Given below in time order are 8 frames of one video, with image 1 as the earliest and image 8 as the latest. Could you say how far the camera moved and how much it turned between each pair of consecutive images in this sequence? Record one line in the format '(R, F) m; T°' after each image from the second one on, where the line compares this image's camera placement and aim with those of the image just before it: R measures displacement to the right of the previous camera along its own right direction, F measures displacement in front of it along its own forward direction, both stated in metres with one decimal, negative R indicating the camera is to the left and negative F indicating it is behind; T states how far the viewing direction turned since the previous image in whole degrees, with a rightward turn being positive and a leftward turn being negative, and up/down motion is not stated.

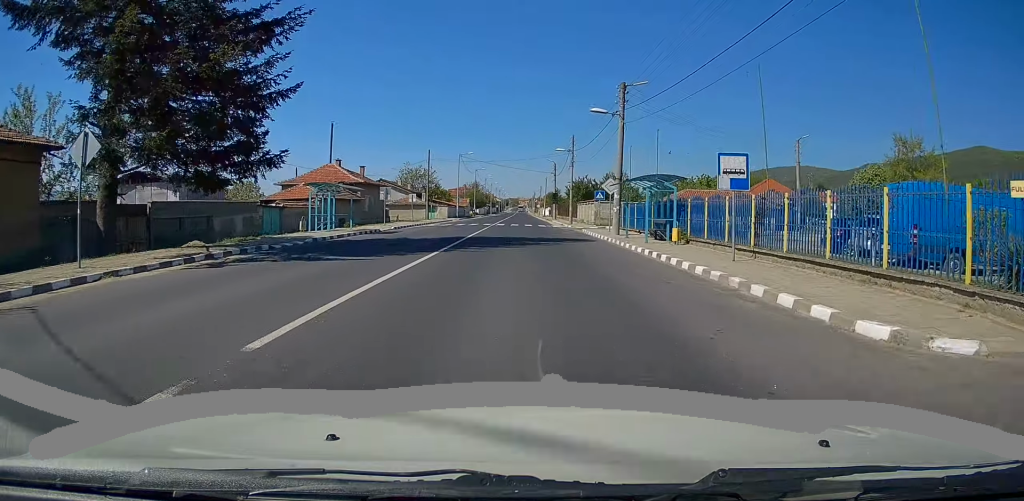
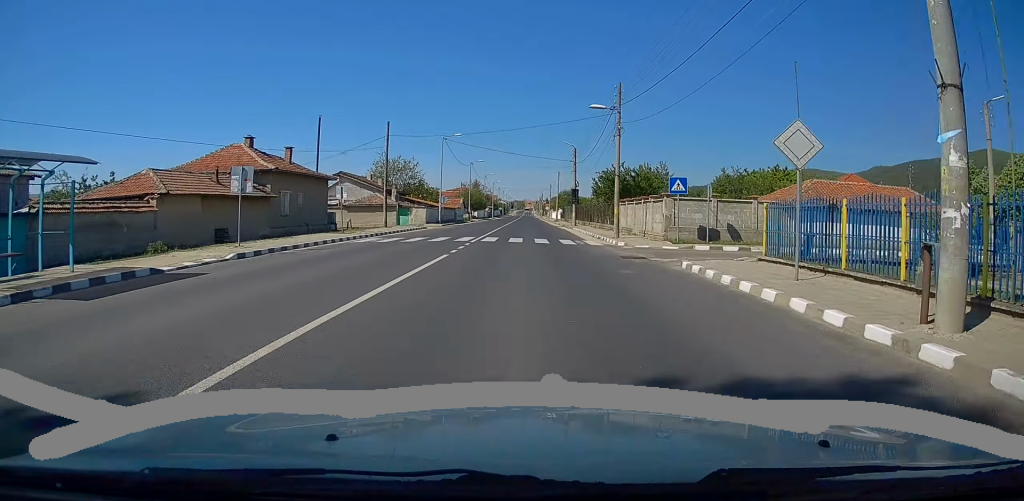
(-0.3, +22.2) m; 0°
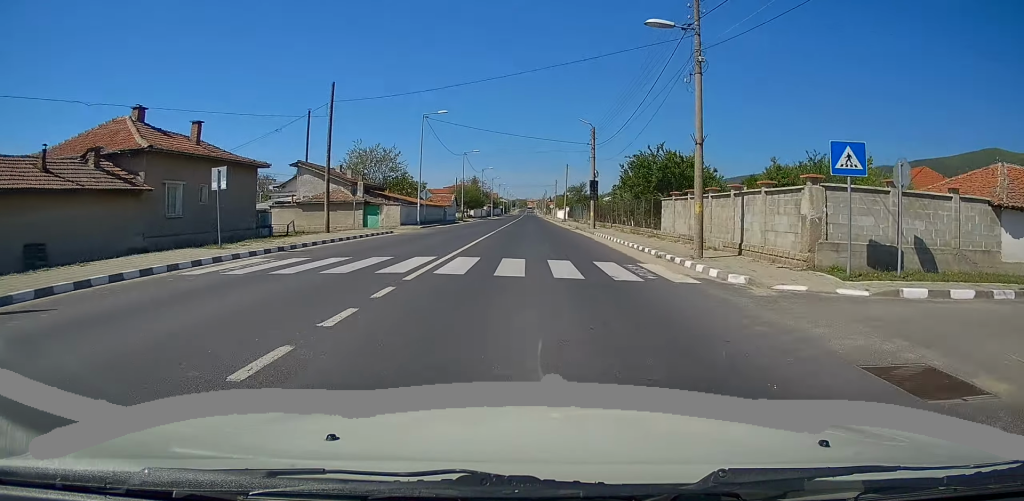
(+0.3, +12.8) m; 0°
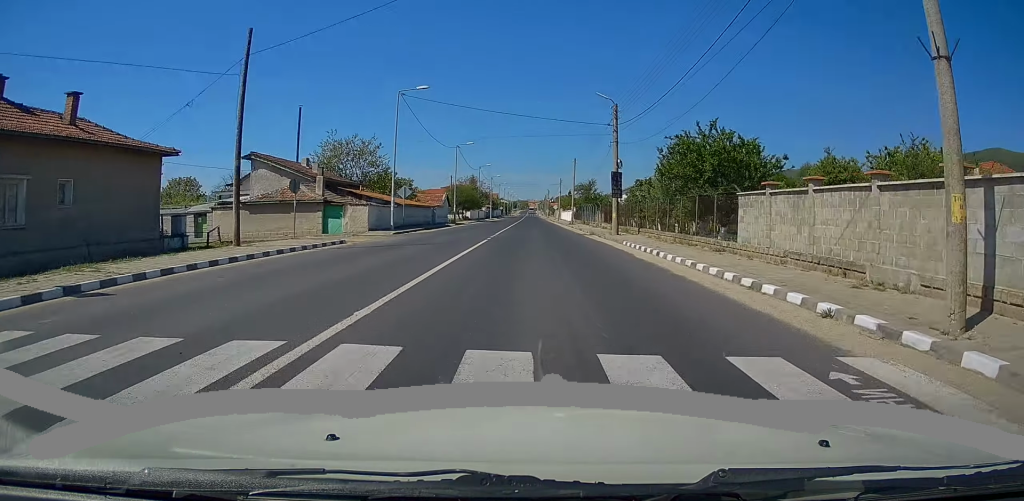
(-0.1, +9.6) m; -1°
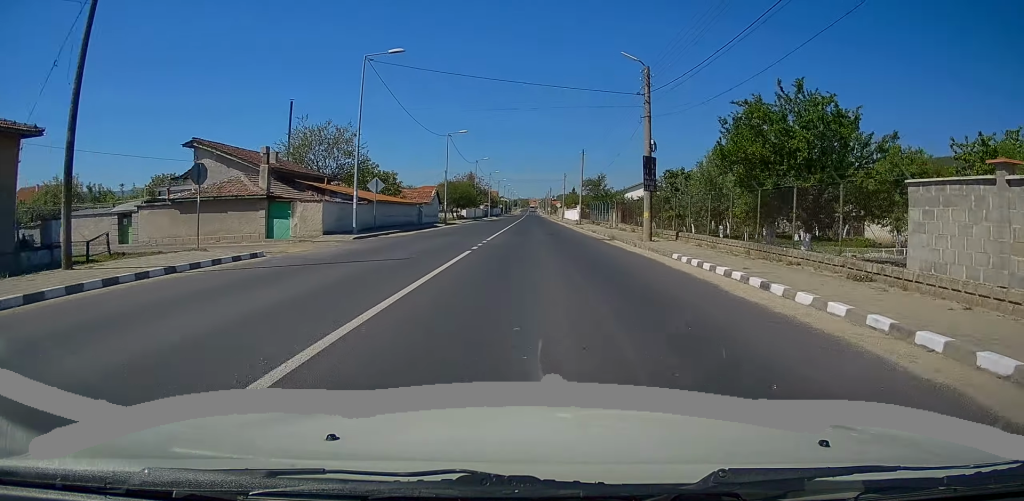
(-0.1, +8.2) m; 0°
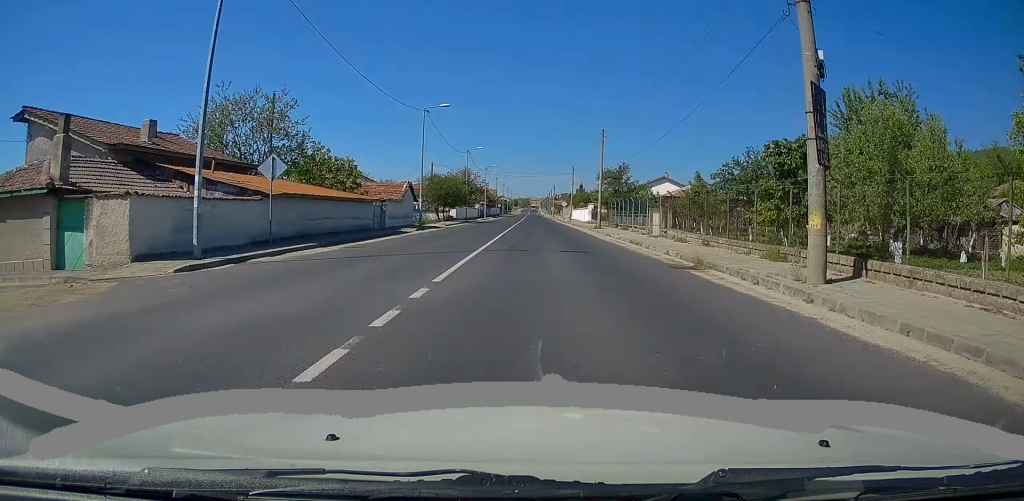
(-0.2, +14.1) m; +1°
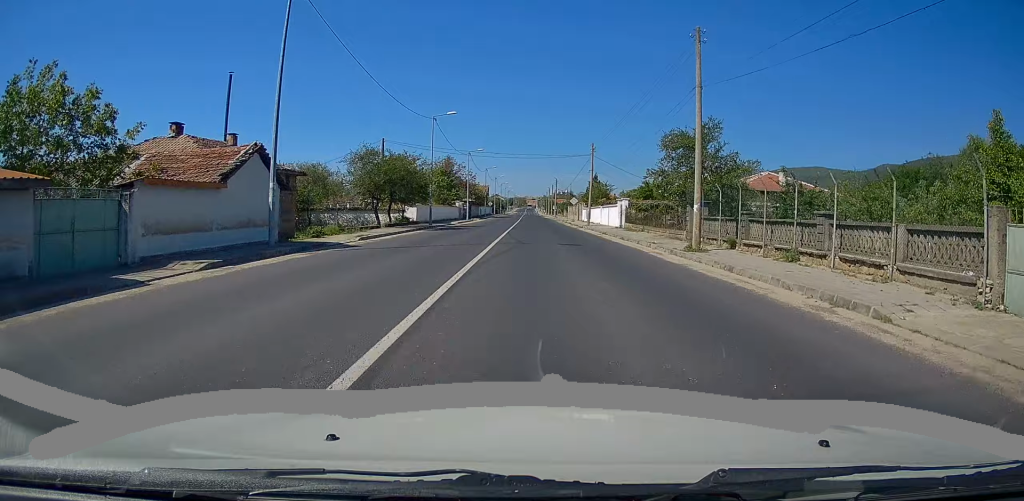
(+0.4, +25.4) m; 0°
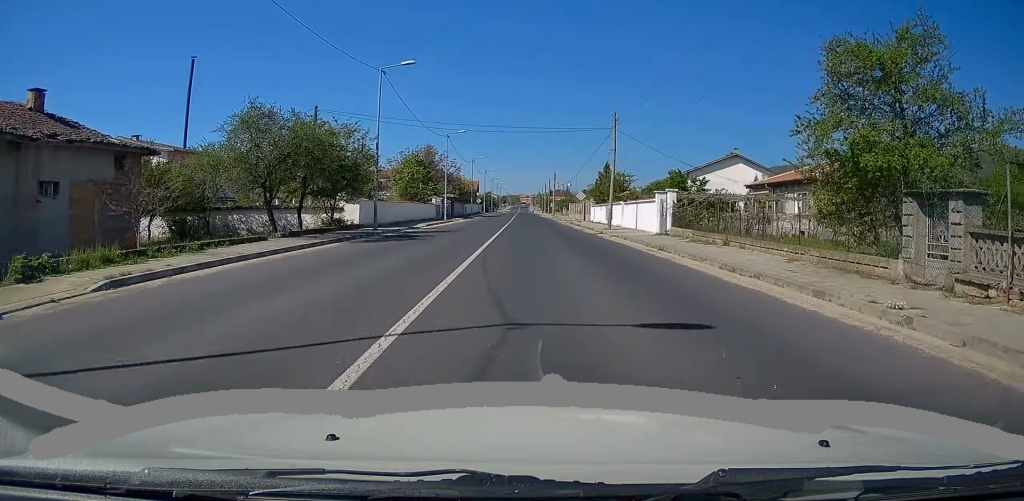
(-0.1, +16.0) m; +1°
